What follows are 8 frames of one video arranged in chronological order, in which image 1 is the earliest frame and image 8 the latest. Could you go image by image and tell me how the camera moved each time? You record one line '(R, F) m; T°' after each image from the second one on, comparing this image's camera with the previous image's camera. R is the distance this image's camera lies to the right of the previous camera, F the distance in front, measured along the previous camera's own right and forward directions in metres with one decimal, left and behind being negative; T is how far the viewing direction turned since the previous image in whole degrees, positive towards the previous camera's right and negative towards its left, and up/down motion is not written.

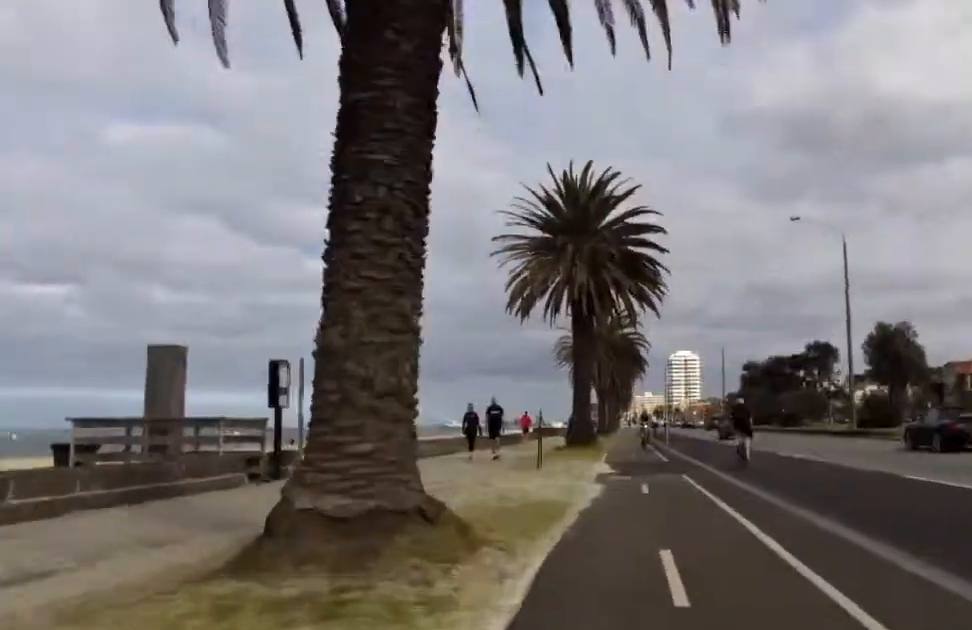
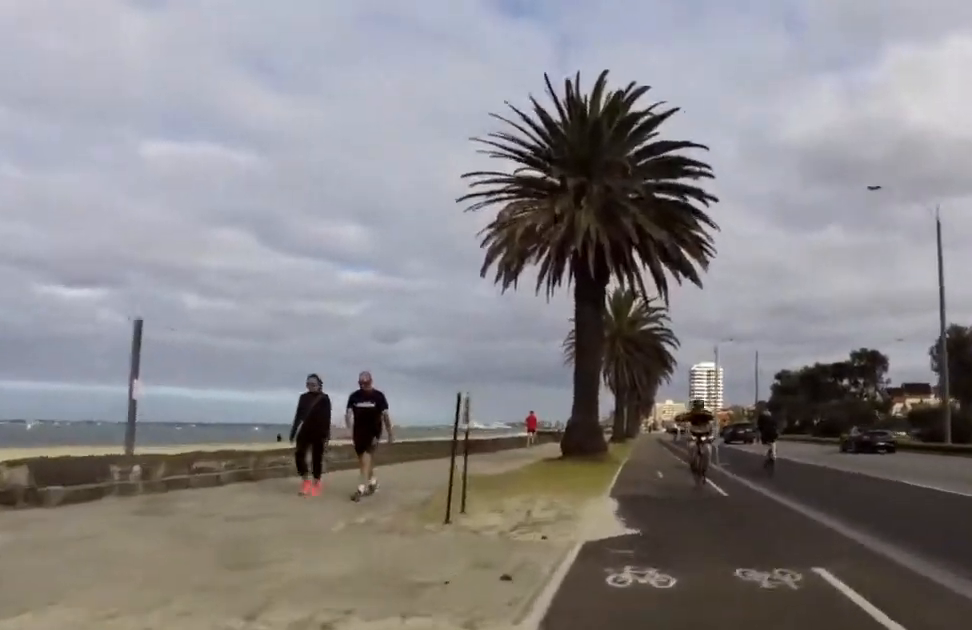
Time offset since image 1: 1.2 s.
(+0.9, +10.8) m; 0°
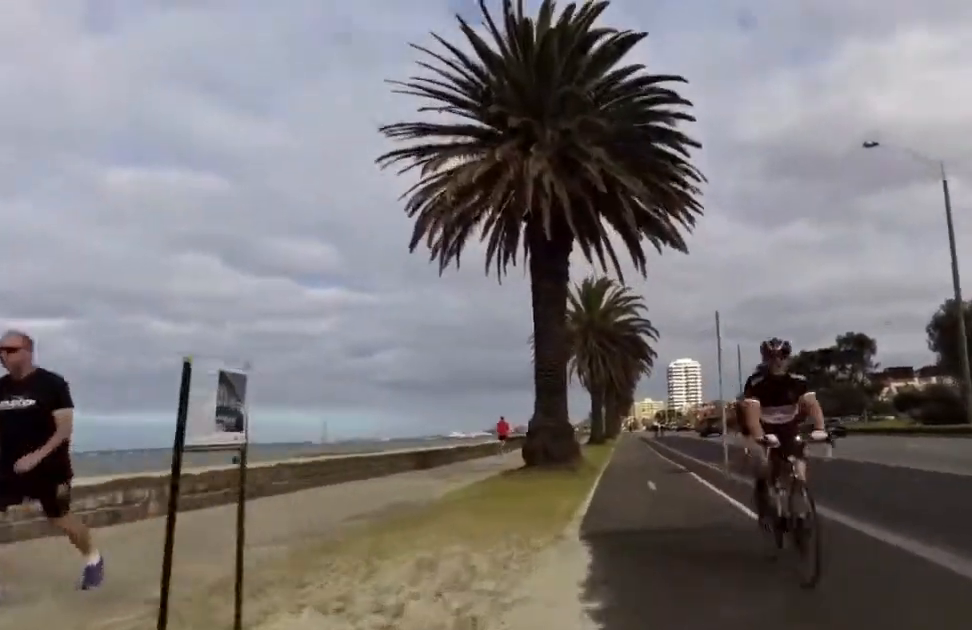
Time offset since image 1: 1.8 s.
(-0.6, +4.6) m; 0°
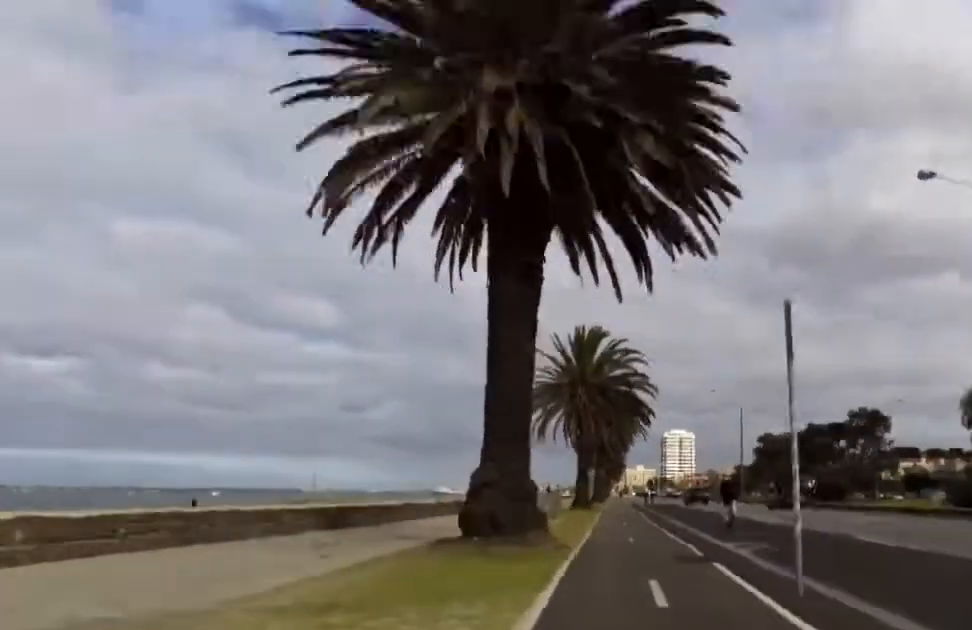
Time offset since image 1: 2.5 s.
(+0.4, +6.2) m; +4°
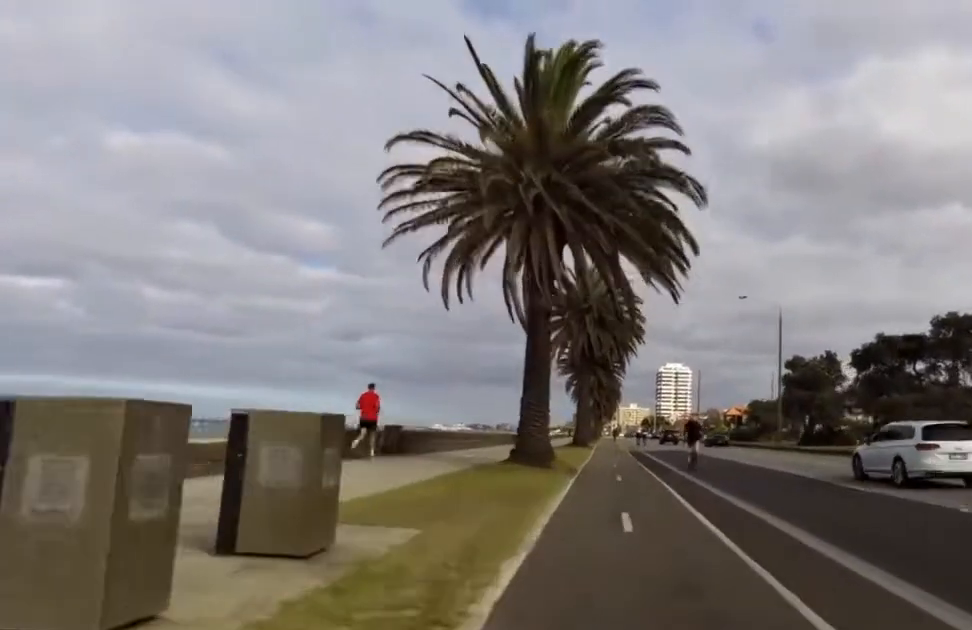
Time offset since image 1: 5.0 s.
(+1.5, +23.3) m; +3°
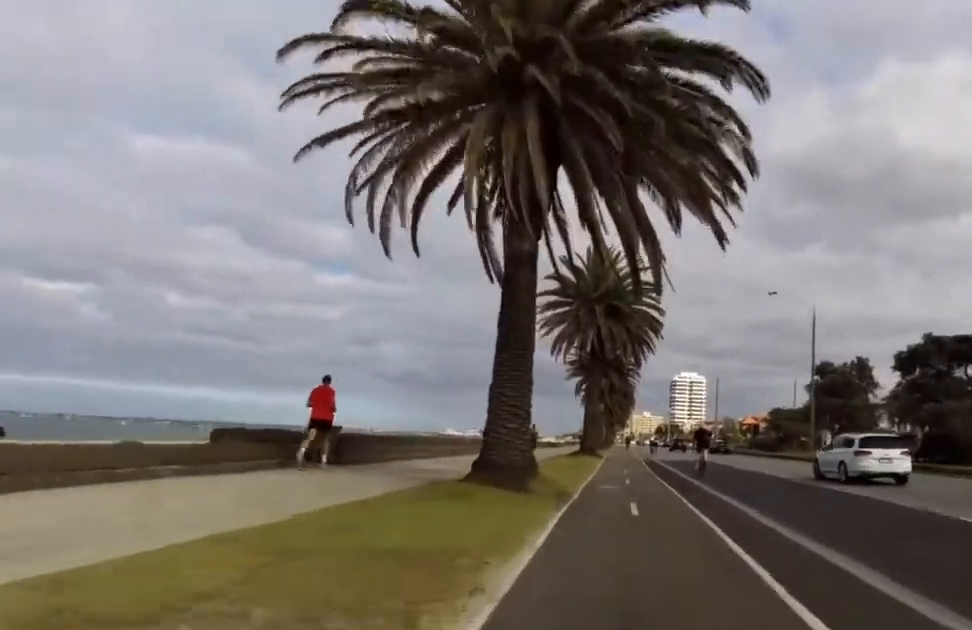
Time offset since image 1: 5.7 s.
(+0.1, +6.4) m; -5°
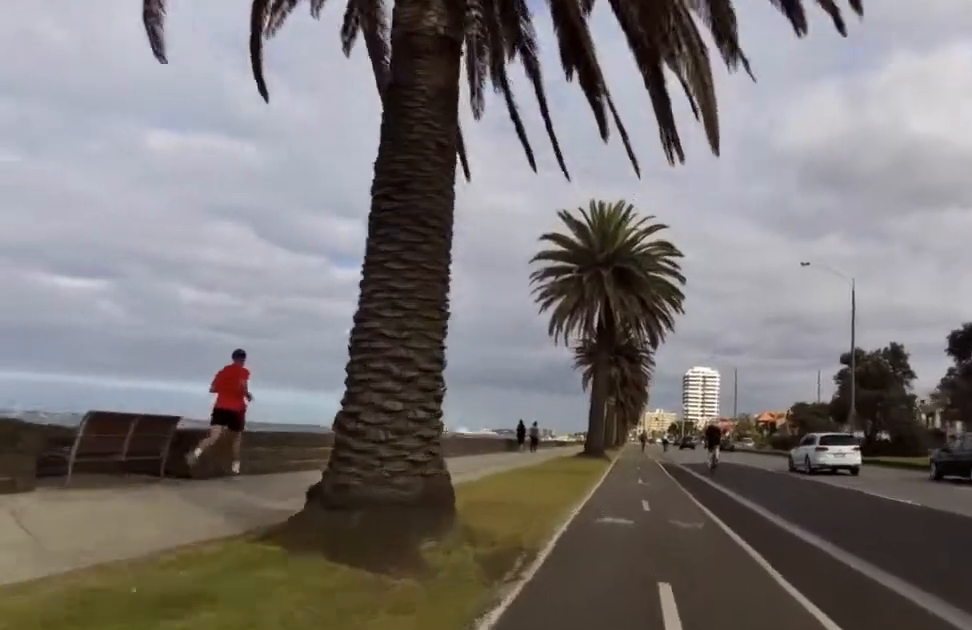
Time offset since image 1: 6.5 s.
(-0.6, +6.8) m; -2°
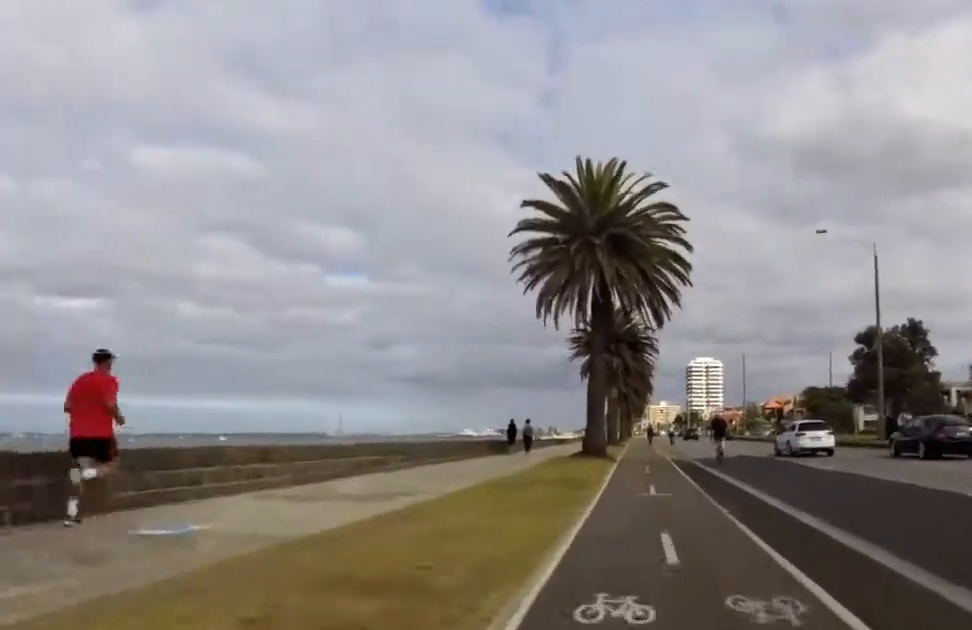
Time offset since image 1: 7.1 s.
(-0.4, +4.9) m; 0°
